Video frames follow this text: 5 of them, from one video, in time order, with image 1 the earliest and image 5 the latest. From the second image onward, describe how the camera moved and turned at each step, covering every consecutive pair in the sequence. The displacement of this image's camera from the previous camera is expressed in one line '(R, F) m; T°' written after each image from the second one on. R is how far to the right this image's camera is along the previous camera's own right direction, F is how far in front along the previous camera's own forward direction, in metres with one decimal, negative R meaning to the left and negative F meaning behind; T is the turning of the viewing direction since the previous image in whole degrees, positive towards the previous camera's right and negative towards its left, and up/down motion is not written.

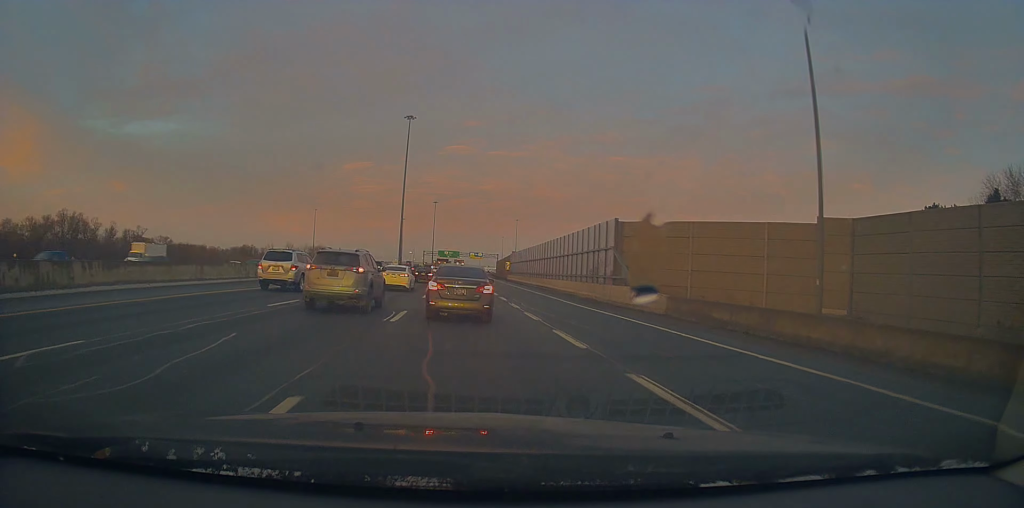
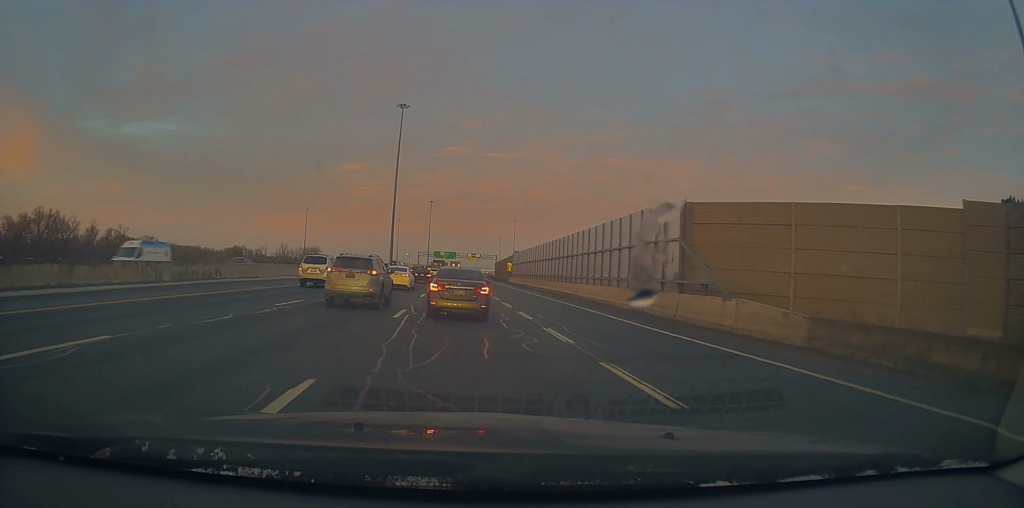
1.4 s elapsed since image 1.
(+0.7, +10.6) m; -2°
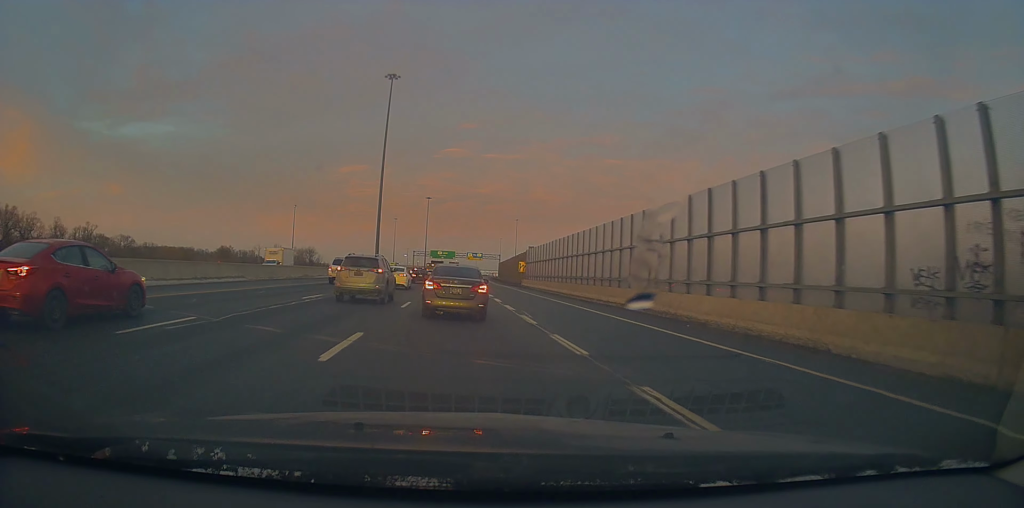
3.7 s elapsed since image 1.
(-0.5, +19.1) m; +1°
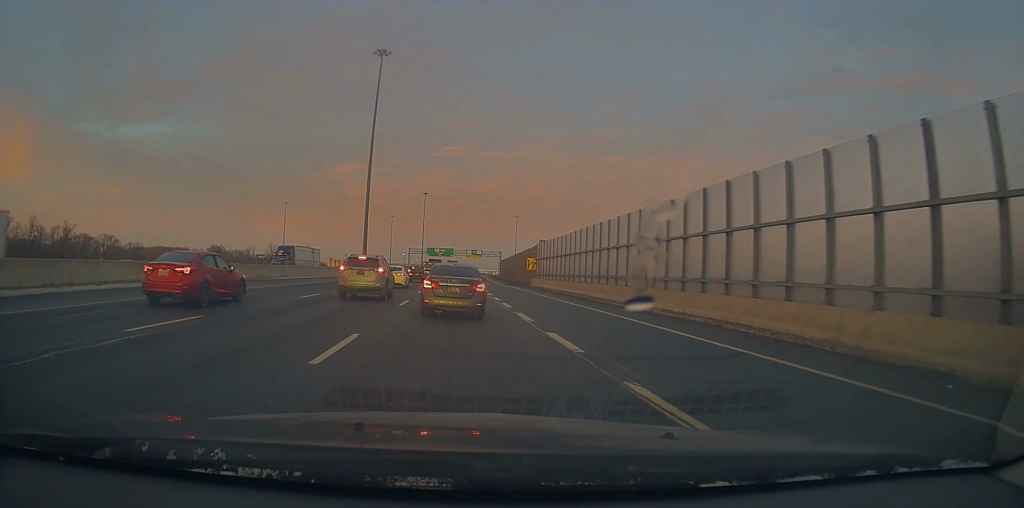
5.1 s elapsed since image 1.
(-0.4, +12.1) m; -1°
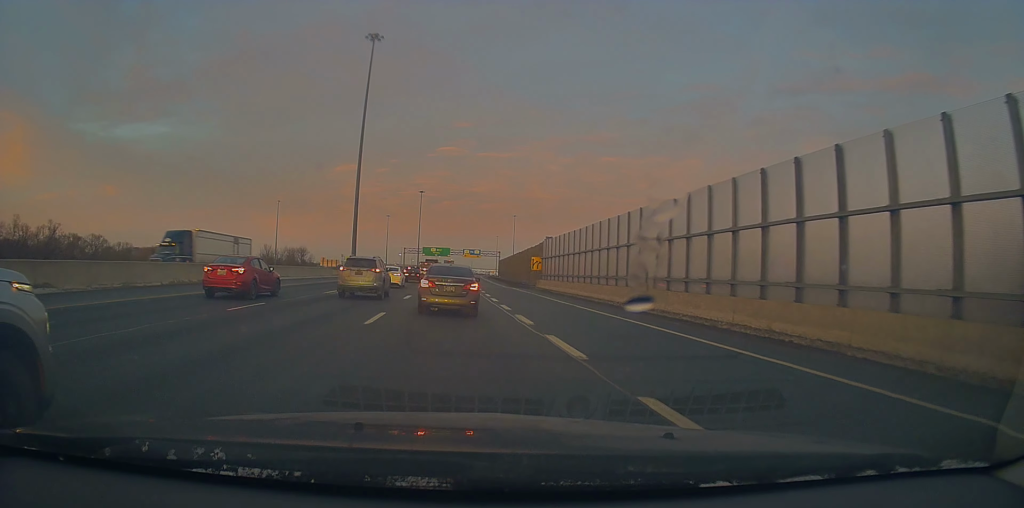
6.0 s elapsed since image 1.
(+0.4, +7.1) m; +3°
